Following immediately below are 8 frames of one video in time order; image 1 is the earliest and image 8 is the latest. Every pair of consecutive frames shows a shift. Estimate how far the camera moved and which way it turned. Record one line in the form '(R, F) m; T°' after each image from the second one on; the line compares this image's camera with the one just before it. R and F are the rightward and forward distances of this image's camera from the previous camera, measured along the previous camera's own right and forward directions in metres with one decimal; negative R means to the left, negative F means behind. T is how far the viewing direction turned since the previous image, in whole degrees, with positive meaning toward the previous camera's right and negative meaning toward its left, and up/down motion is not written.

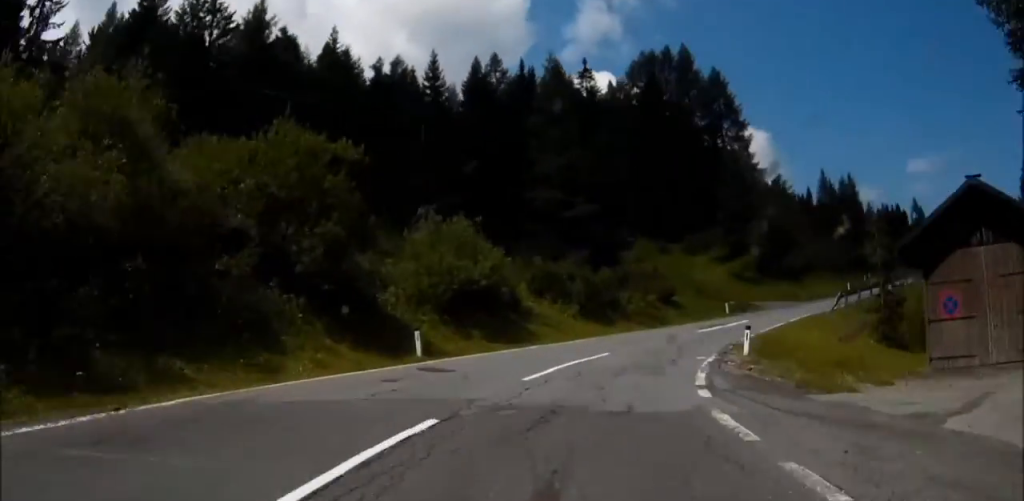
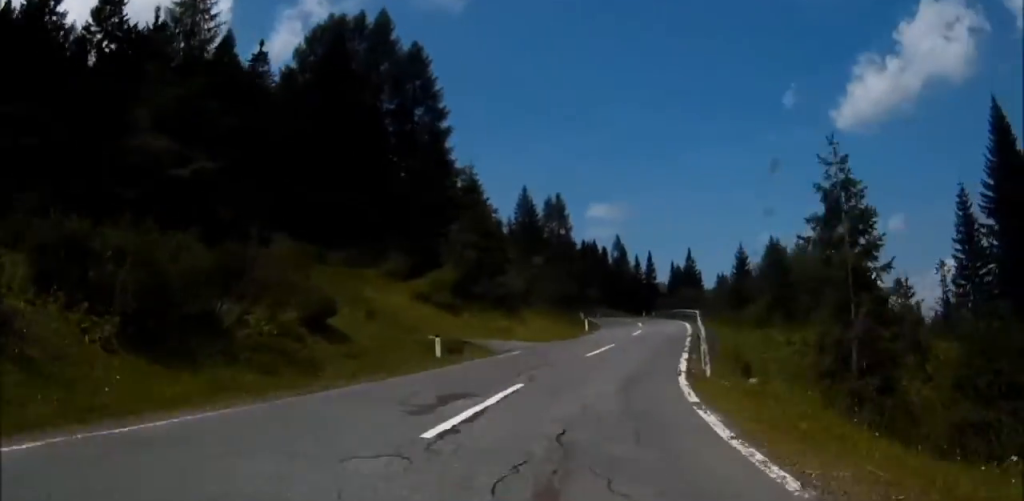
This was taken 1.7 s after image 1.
(+4.4, +21.0) m; +19°
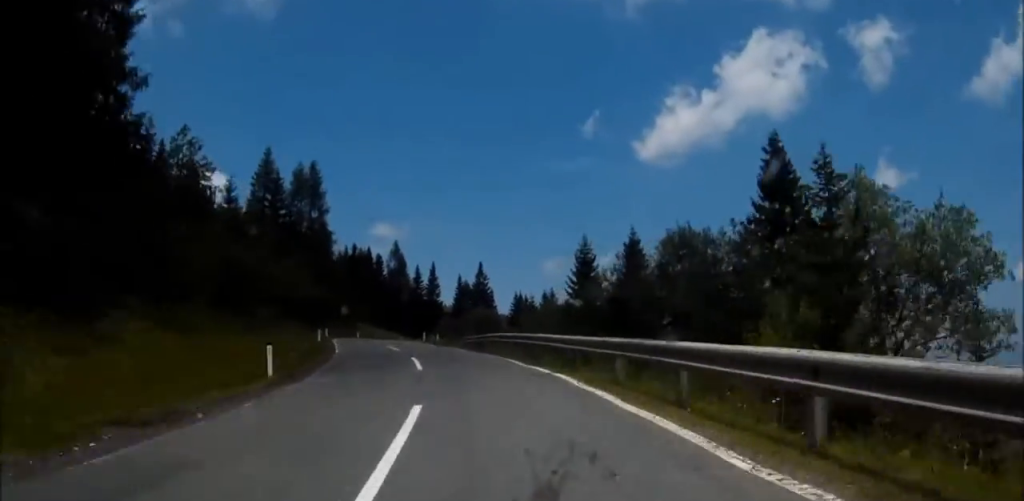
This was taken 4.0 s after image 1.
(+4.1, +32.7) m; +6°
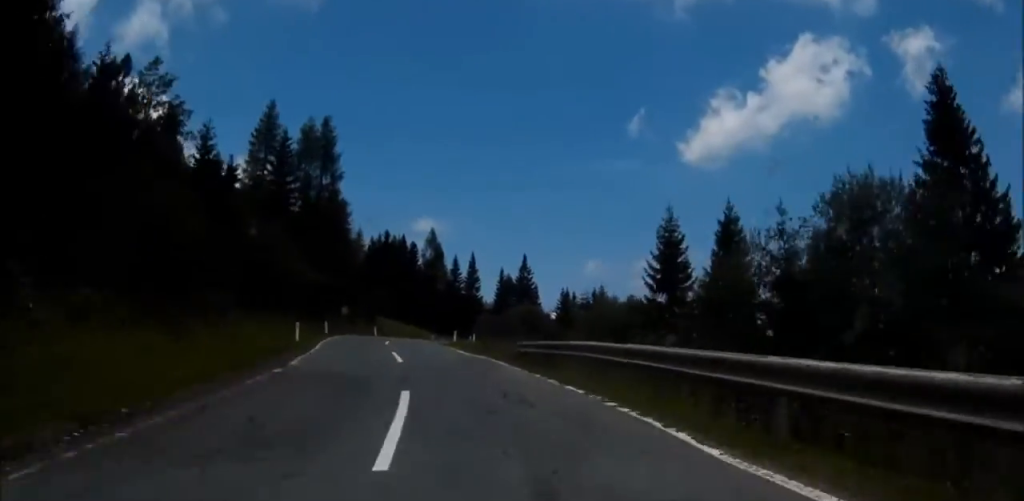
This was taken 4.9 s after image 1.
(-0.1, +13.6) m; -1°
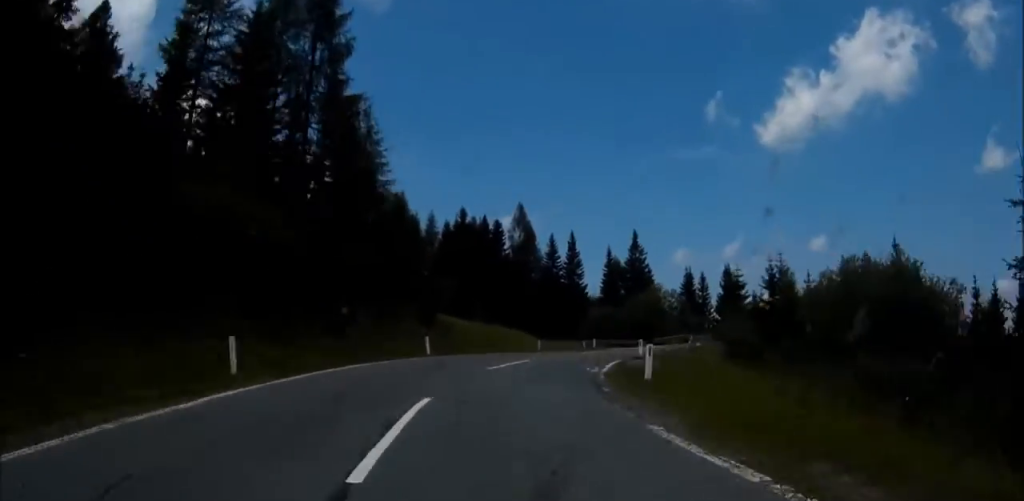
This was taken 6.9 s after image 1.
(-0.7, +28.4) m; +4°
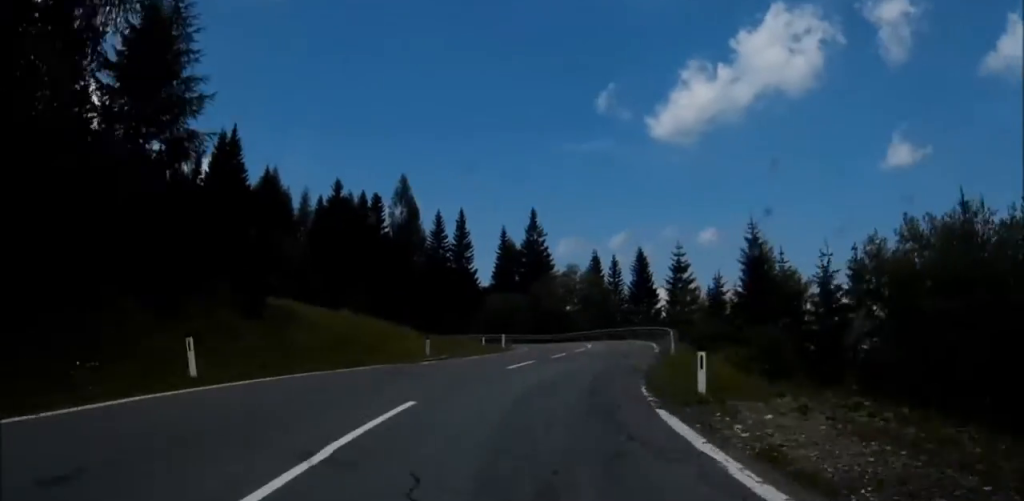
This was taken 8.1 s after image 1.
(+0.9, +14.7) m; +4°
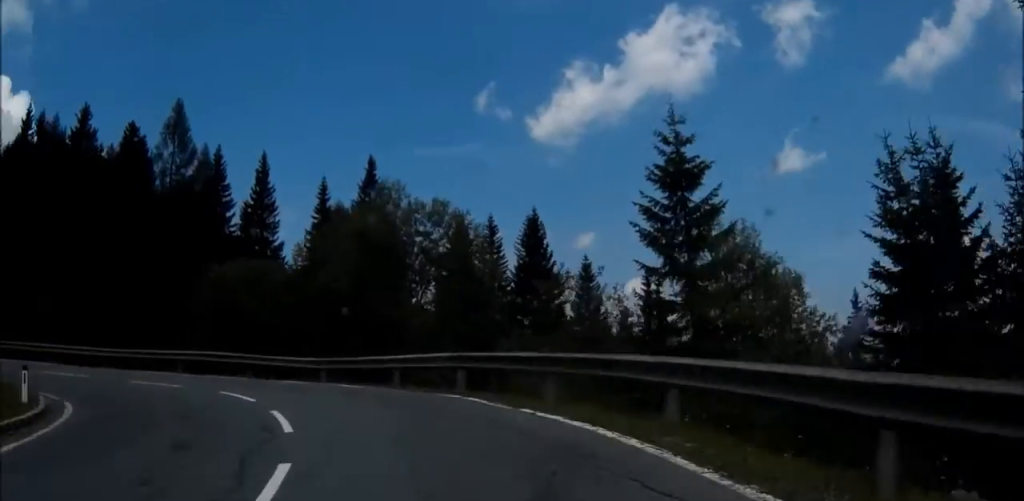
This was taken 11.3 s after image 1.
(+3.5, +36.8) m; -15°
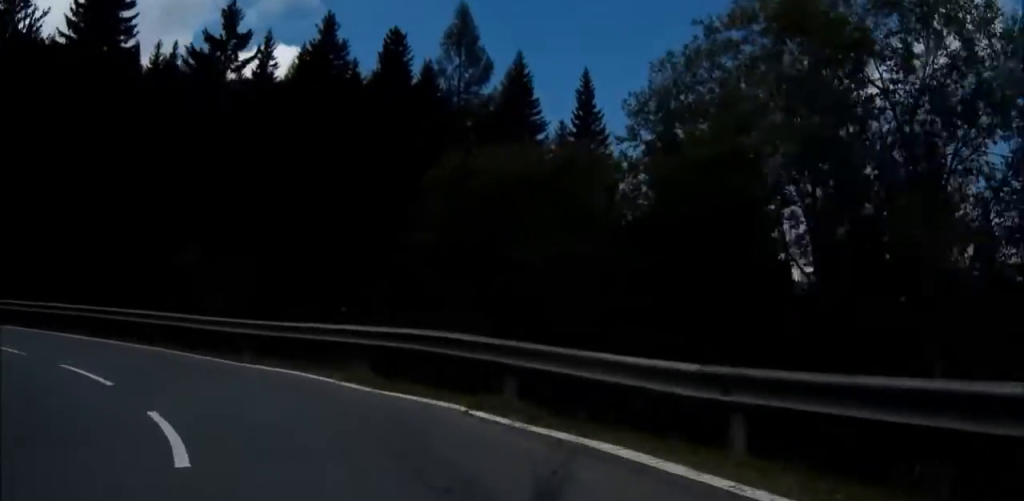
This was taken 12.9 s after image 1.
(-6.5, +12.9) m; -29°
